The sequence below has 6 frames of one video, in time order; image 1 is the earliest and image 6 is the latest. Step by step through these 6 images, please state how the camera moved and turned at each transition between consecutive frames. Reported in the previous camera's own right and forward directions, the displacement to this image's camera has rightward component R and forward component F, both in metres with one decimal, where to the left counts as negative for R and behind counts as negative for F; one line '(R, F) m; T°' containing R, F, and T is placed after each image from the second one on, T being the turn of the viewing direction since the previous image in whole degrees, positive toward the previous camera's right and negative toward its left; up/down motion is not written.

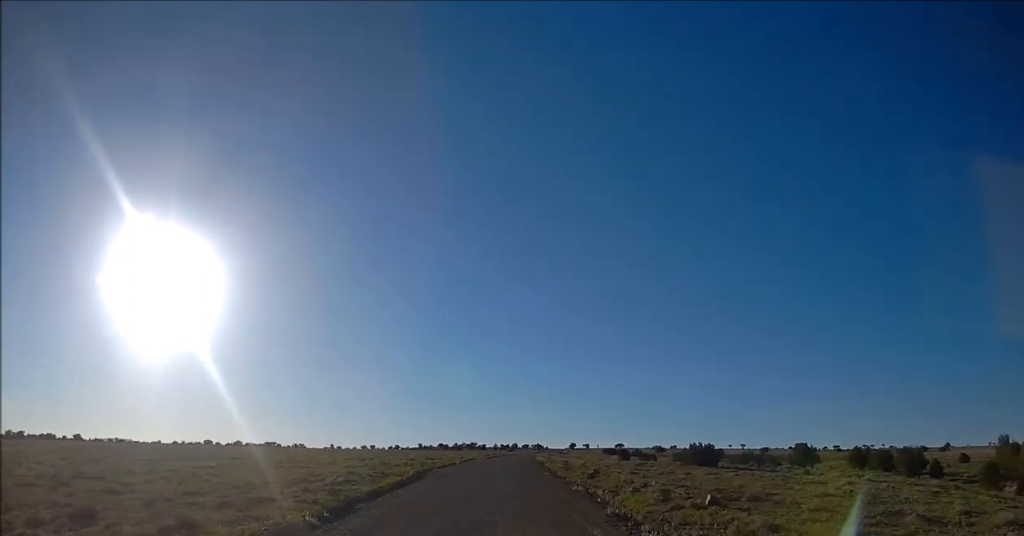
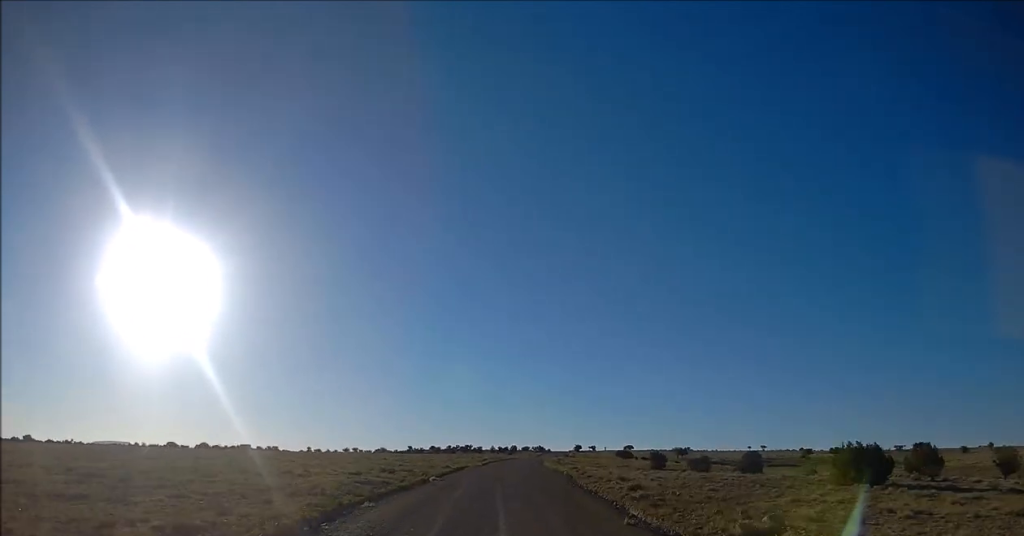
(+0.1, +29.2) m; +1°
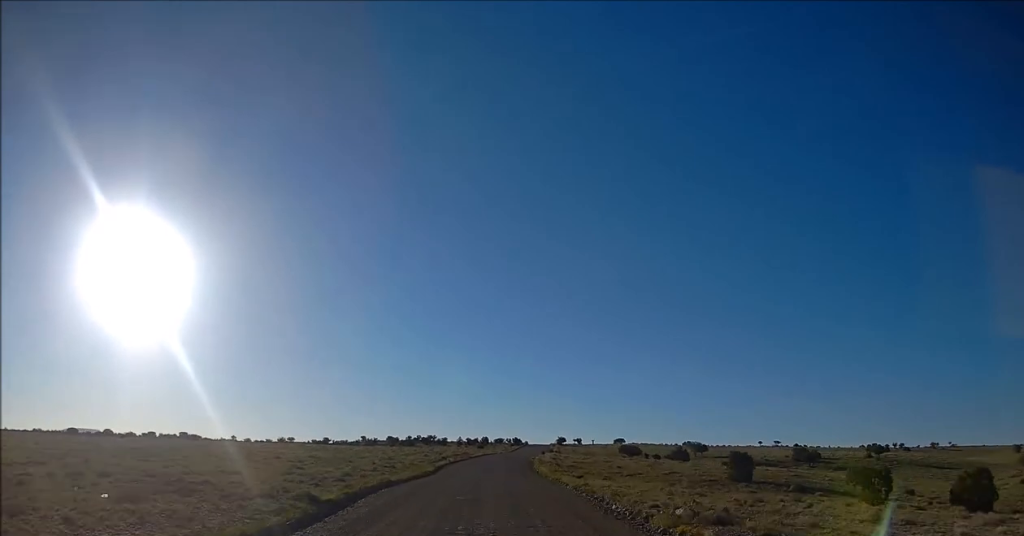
(+0.1, +44.2) m; +1°
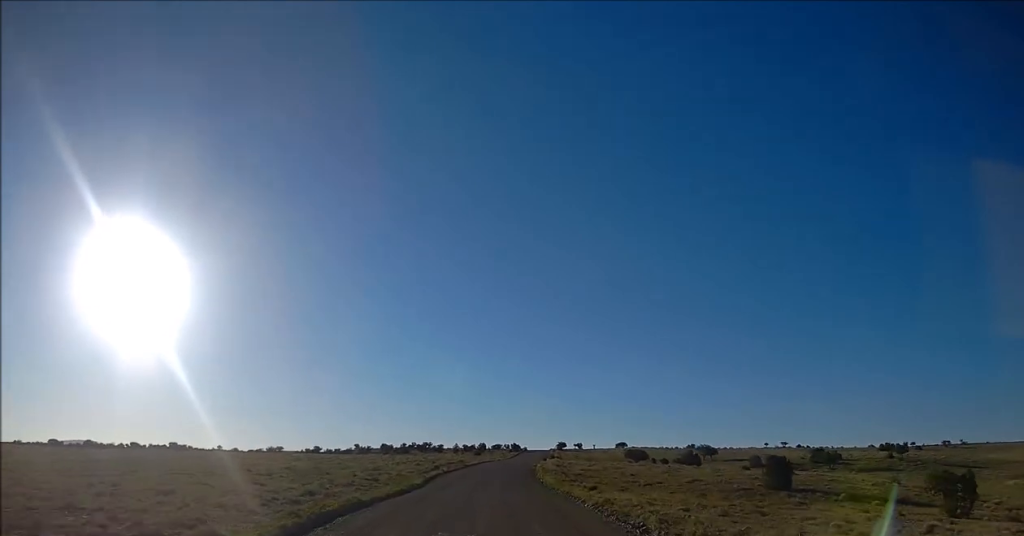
(+0.2, +9.2) m; +1°
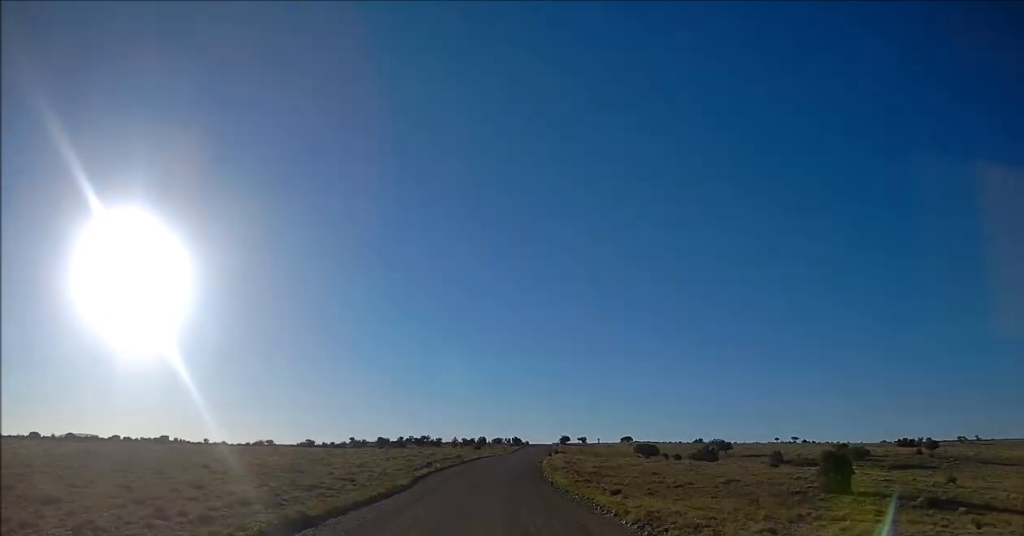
(+0.1, +9.4) m; 0°
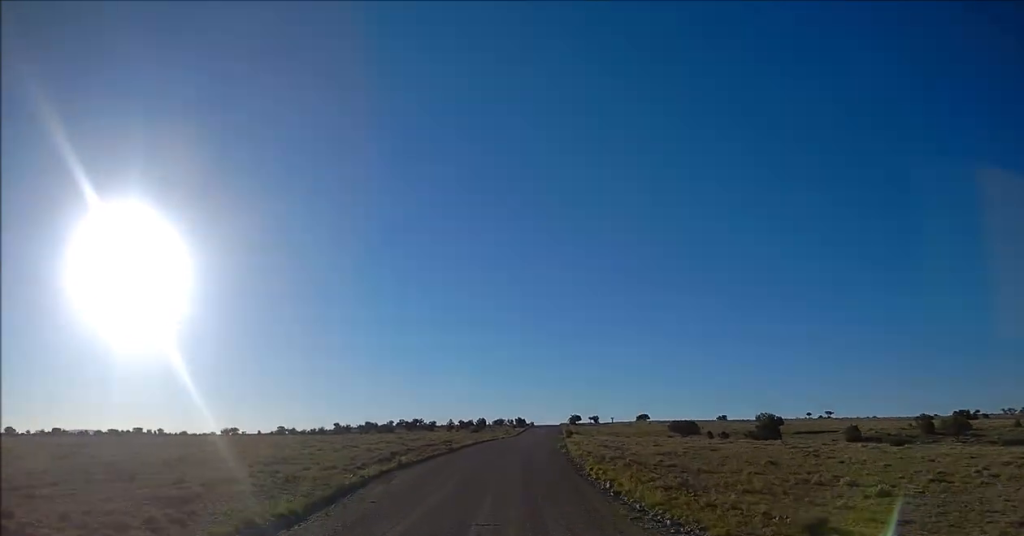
(-0.1, +25.4) m; +1°
